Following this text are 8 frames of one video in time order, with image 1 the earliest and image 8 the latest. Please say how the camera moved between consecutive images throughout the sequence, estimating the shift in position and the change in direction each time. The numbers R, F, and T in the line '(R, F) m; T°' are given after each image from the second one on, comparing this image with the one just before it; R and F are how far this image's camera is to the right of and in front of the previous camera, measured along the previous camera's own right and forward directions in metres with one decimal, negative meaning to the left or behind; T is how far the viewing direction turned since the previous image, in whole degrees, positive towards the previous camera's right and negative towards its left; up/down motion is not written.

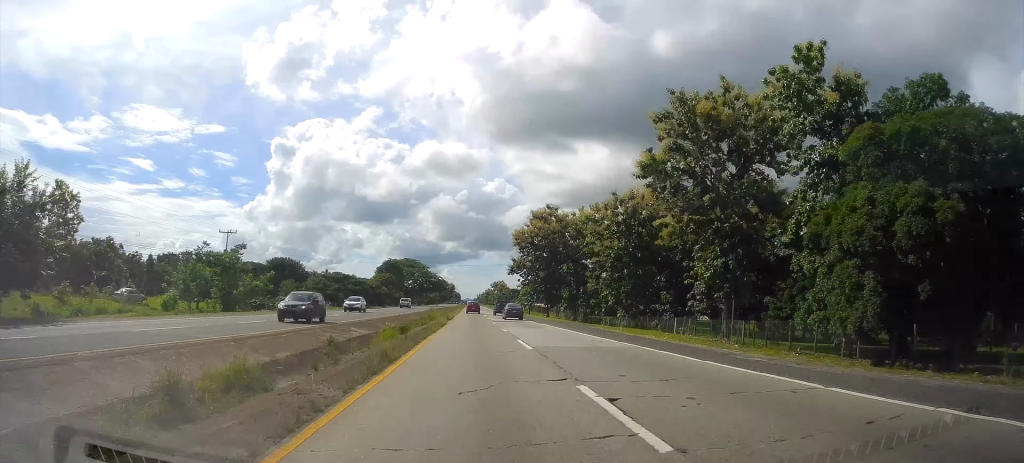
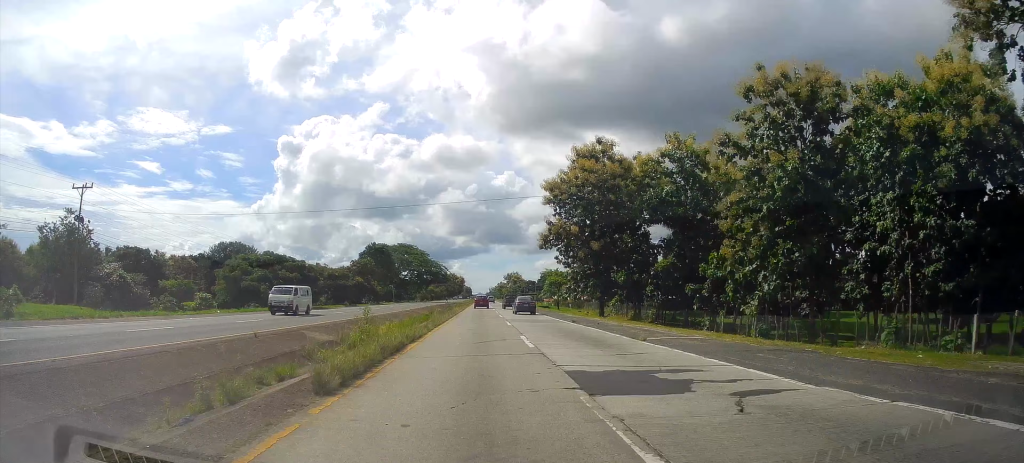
(-0.7, +36.7) m; -2°
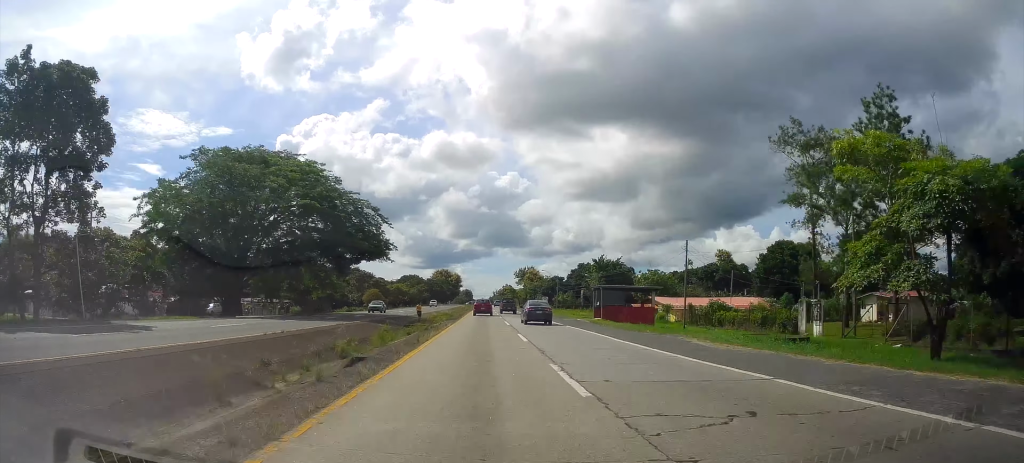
(-2.0, +100.3) m; -1°
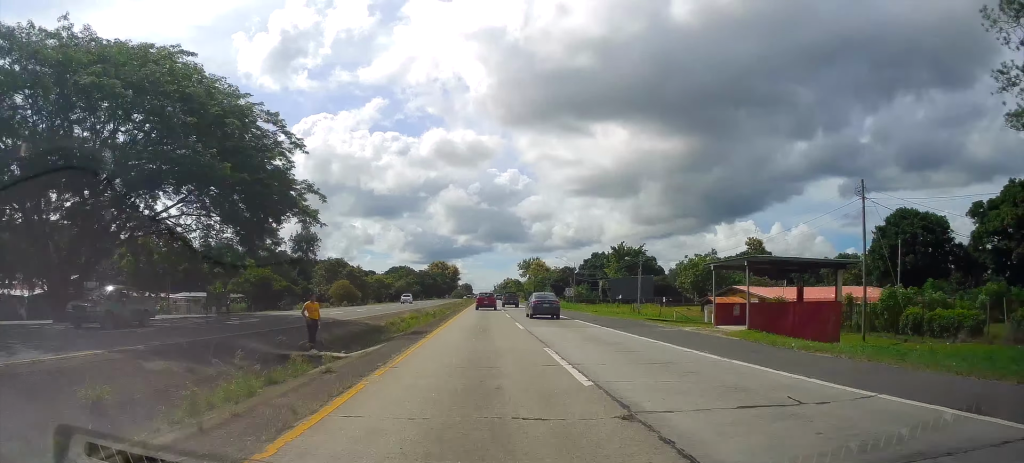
(0.0, +25.2) m; 0°
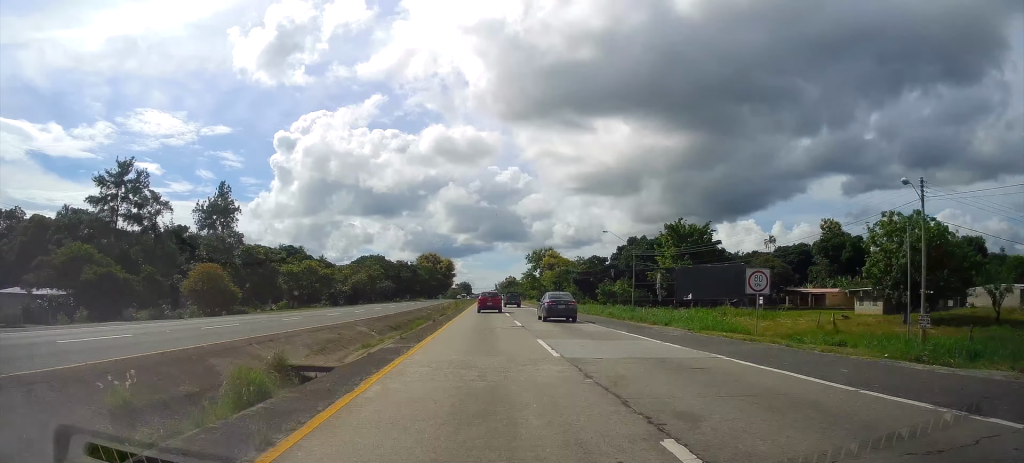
(-0.2, +46.3) m; 0°
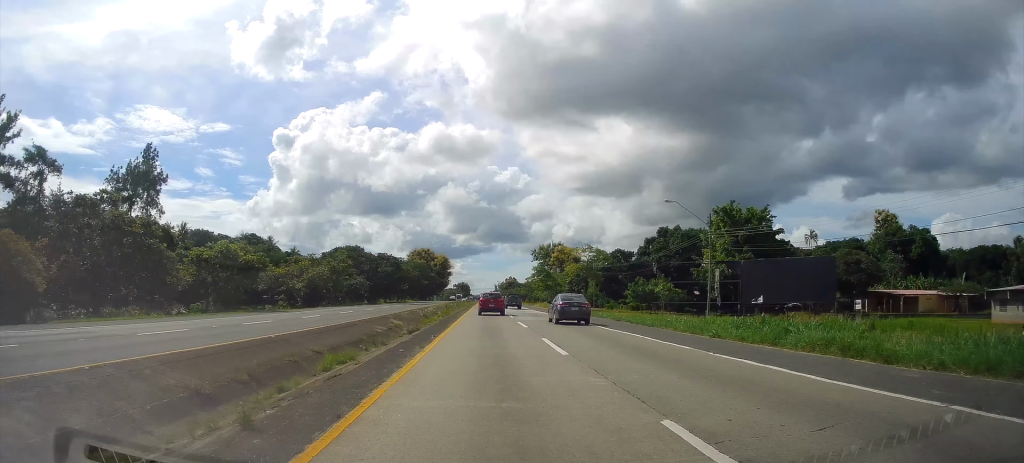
(-0.1, +24.6) m; 0°
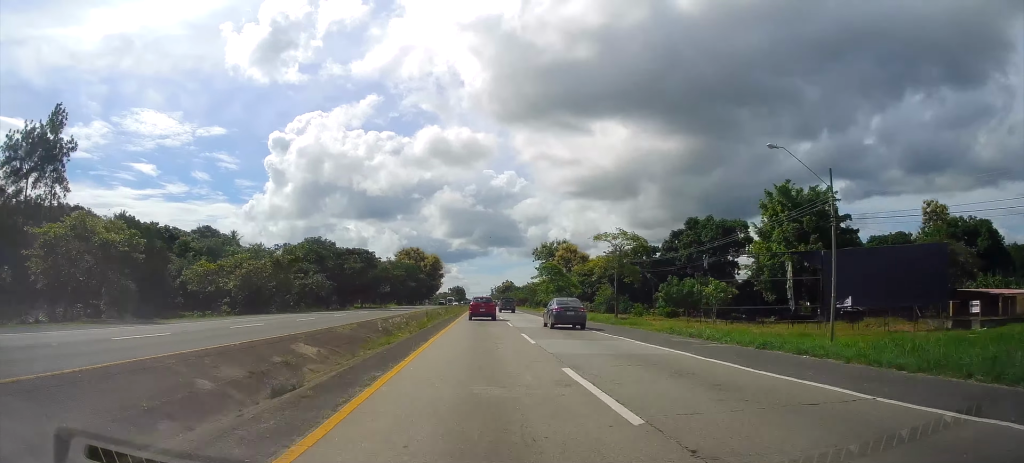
(+0.1, +19.0) m; 0°
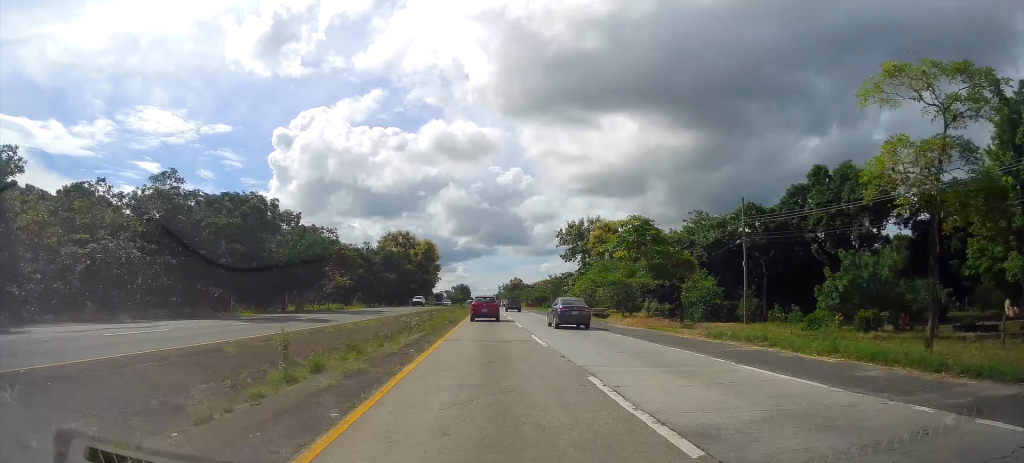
(0.0, +39.2) m; 0°
